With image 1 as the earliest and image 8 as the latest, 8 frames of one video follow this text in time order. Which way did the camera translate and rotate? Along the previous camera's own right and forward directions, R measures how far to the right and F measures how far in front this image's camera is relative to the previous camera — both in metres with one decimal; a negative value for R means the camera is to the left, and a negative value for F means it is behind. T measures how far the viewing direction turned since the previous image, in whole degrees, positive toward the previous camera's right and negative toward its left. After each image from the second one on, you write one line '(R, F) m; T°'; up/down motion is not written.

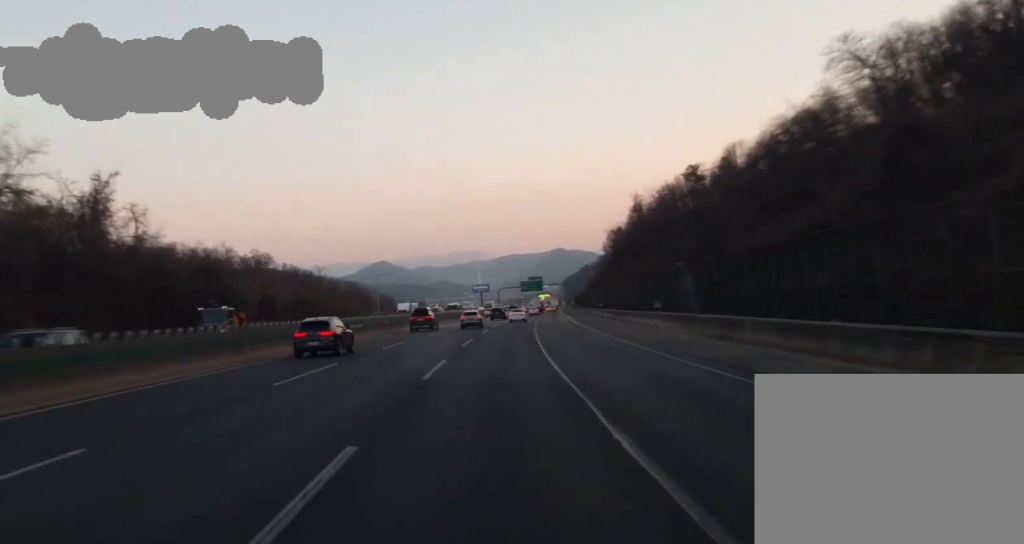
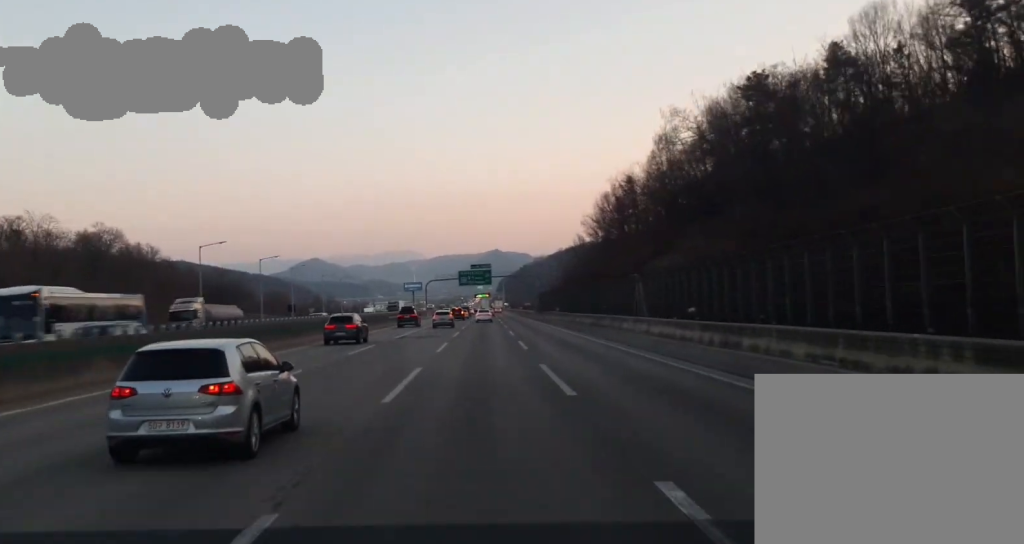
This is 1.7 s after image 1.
(+3.6, +86.5) m; +4°
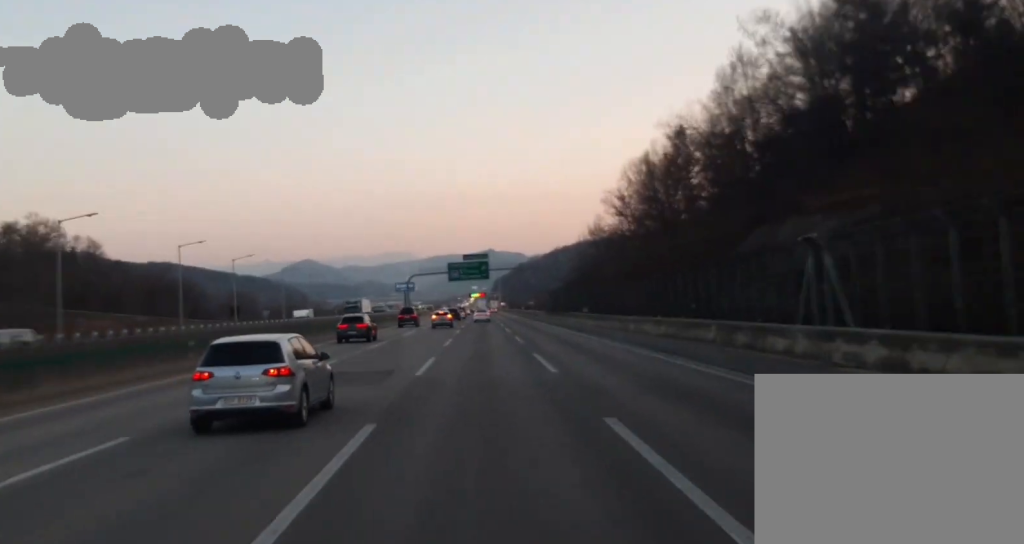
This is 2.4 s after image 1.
(+0.4, +34.0) m; +1°
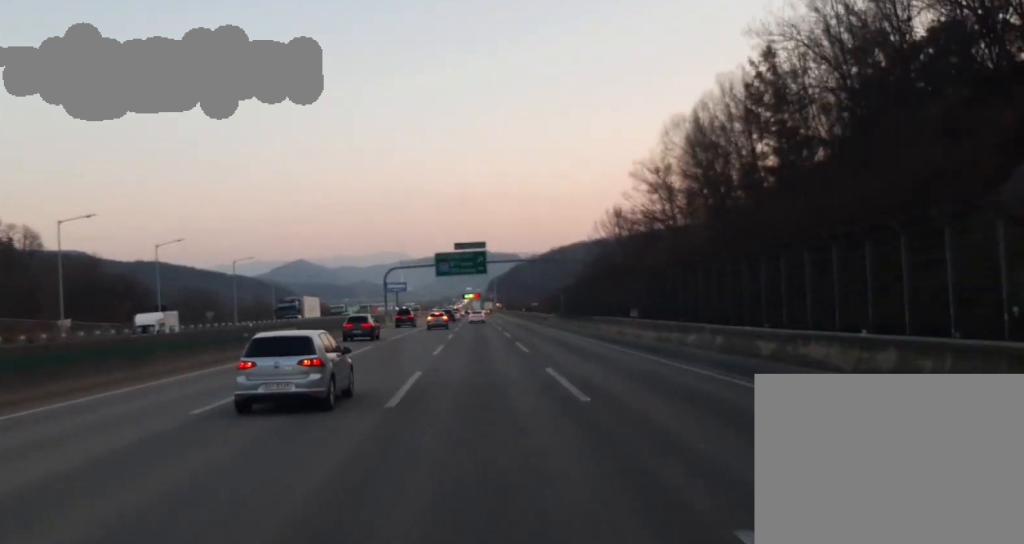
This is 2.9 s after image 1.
(+0.3, +27.3) m; 0°
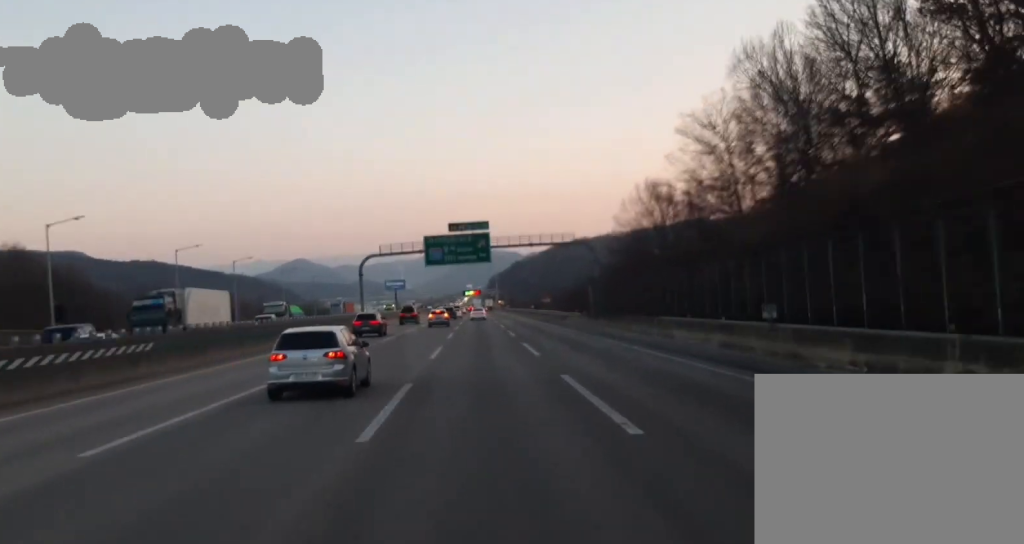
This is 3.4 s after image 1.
(+0.1, +25.5) m; 0°
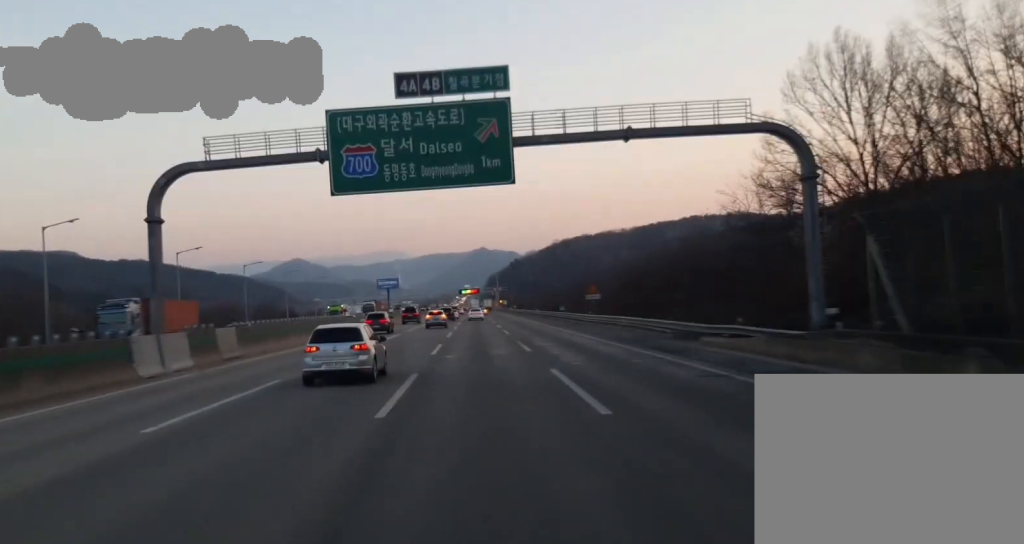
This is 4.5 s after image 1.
(+0.1, +57.6) m; 0°
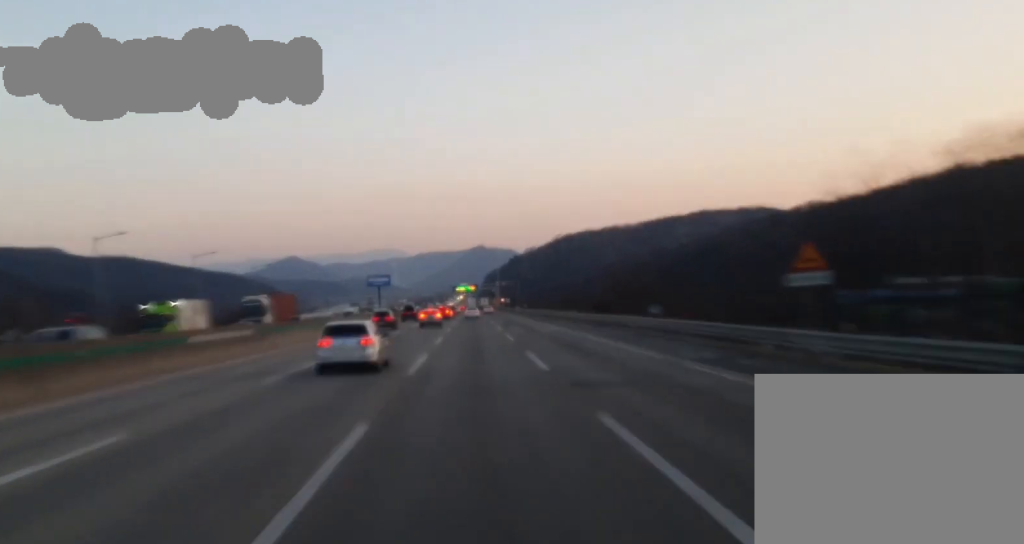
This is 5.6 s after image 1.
(-0.1, +52.1) m; 0°
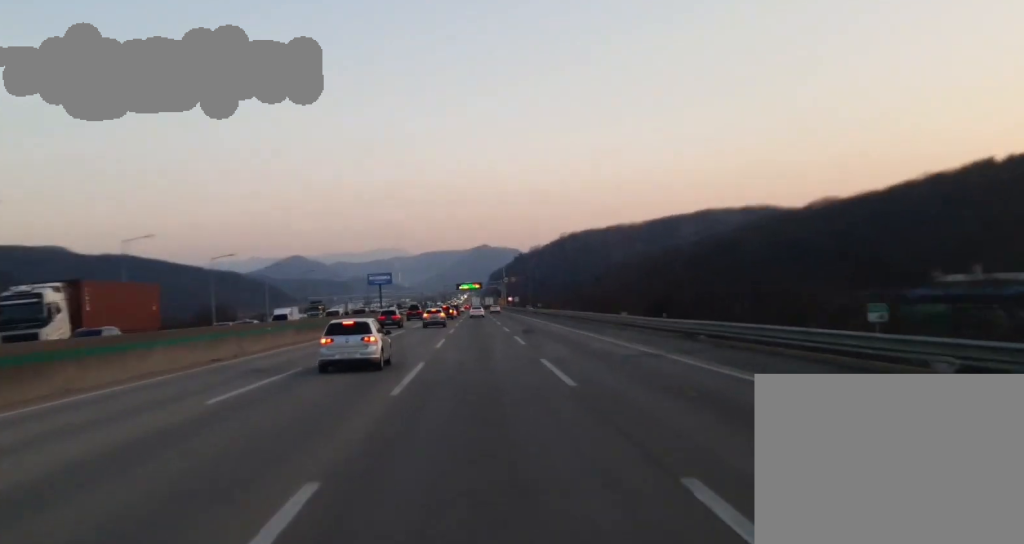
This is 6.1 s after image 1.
(-0.2, +25.1) m; 0°
